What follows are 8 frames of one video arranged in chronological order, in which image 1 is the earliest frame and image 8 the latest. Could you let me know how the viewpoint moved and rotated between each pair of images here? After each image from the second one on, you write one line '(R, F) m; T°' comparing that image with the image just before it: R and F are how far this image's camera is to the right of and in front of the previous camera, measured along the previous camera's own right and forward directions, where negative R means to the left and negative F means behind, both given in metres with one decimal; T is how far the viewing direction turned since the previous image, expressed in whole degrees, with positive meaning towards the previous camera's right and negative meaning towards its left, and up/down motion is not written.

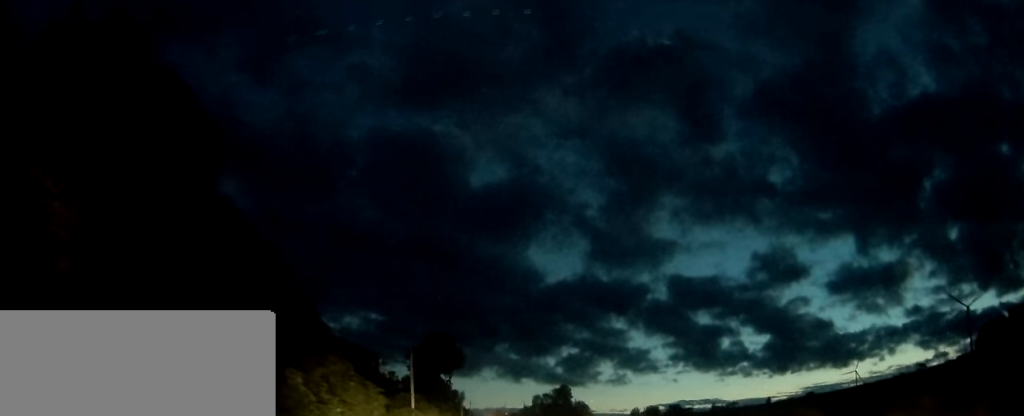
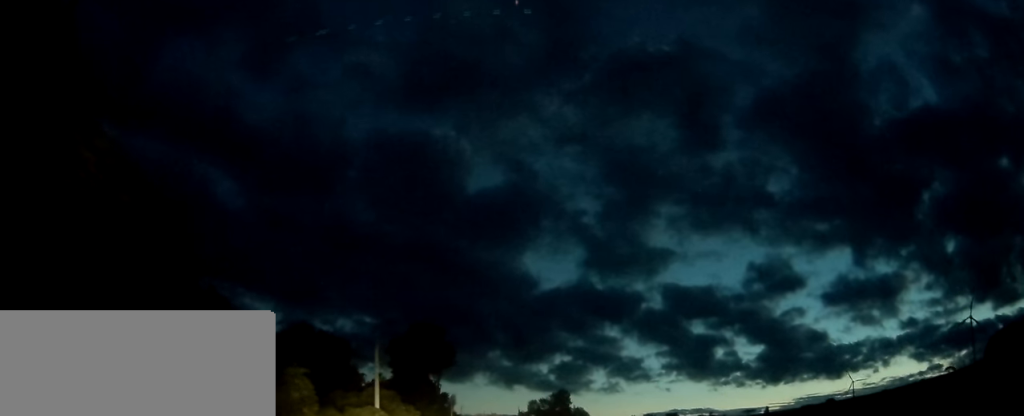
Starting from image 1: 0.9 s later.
(0.0, +15.9) m; 0°
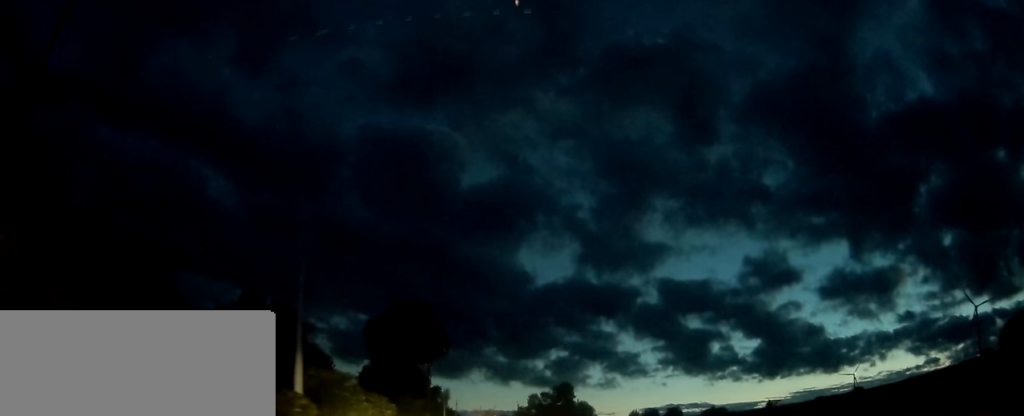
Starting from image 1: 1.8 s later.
(-0.1, +16.2) m; 0°
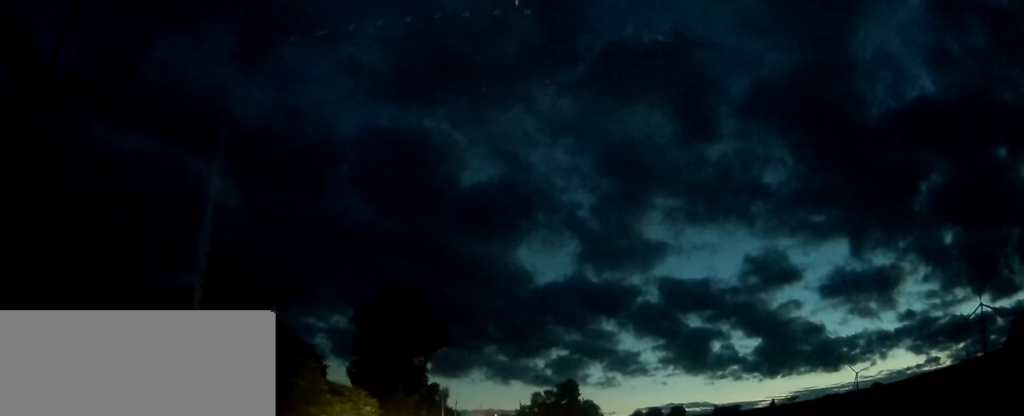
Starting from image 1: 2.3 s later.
(-0.1, +8.6) m; 0°
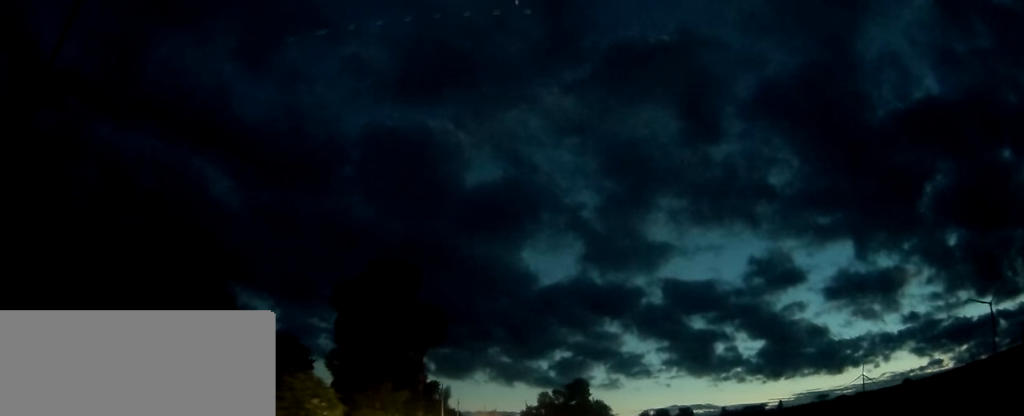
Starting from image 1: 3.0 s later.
(+0.3, +11.7) m; 0°
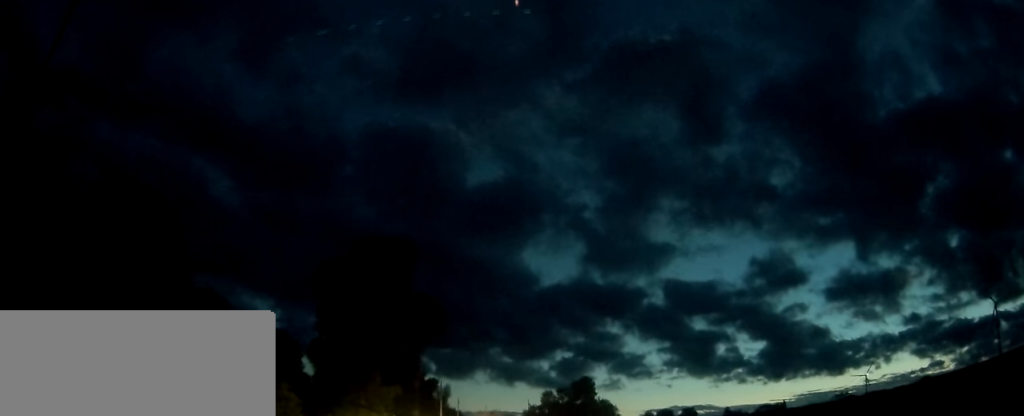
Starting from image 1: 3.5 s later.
(0.0, +7.2) m; 0°
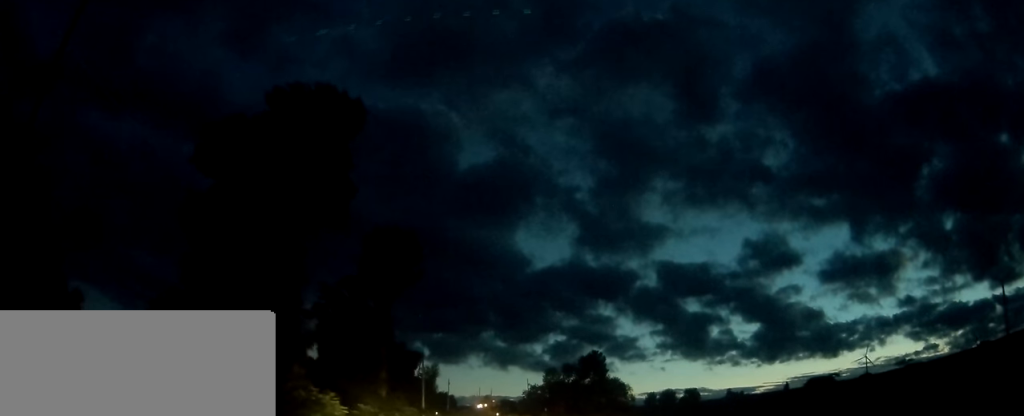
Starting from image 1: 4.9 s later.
(-0.3, +23.3) m; 0°
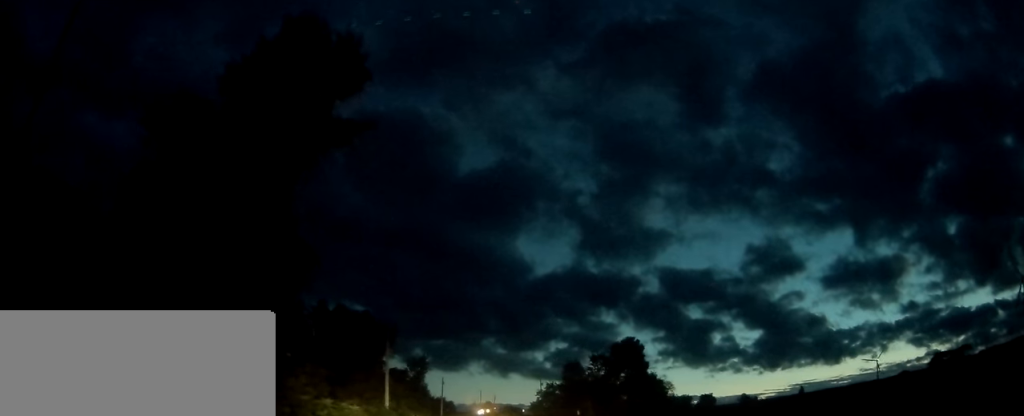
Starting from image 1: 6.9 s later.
(+0.5, +32.7) m; +1°
